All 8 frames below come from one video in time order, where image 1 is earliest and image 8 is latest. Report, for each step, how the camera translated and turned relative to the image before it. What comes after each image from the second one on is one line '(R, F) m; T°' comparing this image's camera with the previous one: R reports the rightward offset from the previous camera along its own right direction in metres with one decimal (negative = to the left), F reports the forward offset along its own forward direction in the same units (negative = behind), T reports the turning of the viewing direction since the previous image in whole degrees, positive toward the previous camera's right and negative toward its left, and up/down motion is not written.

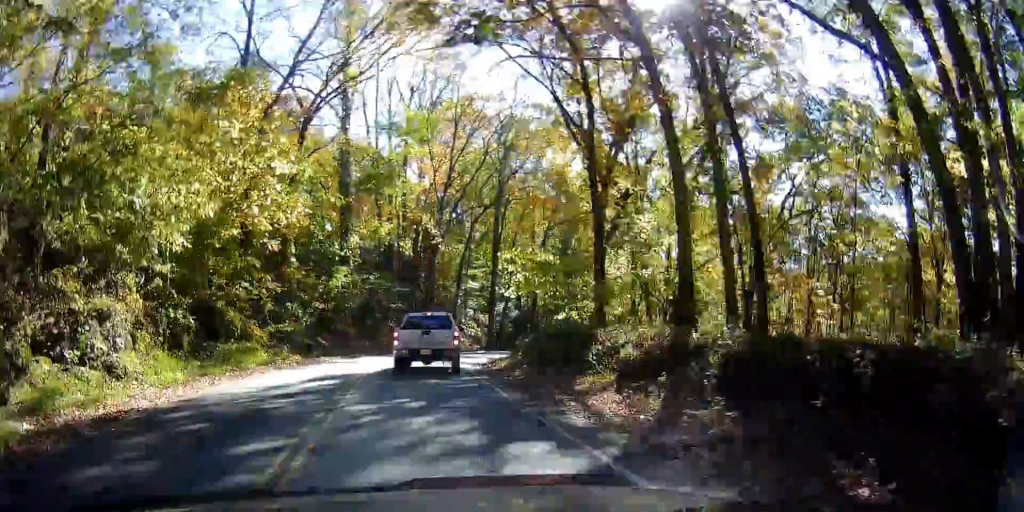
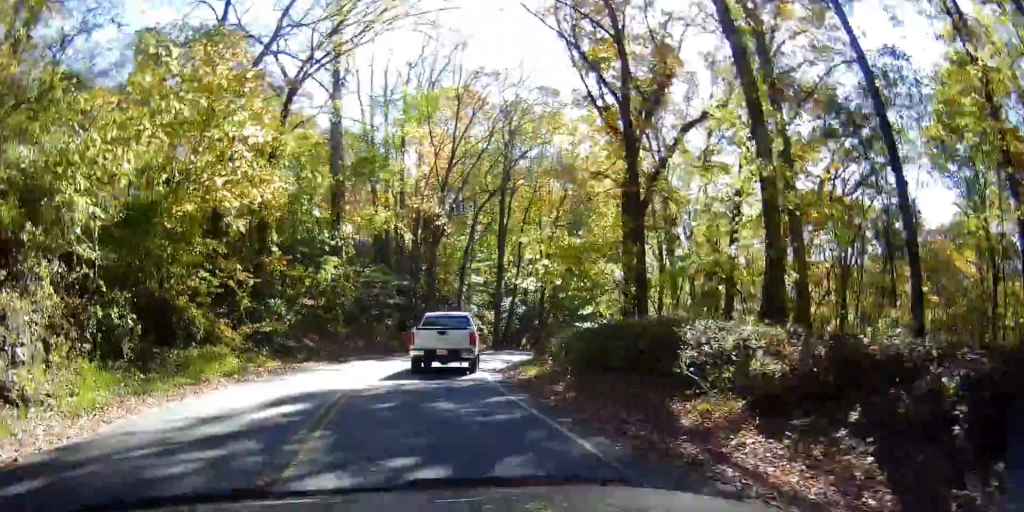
(0.0, +5.1) m; 0°
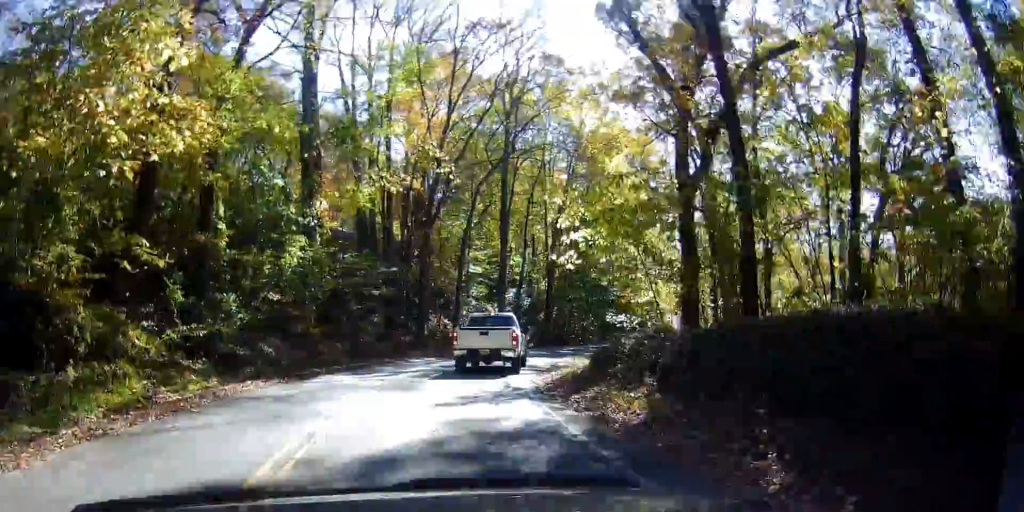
(+0.1, +8.4) m; 0°
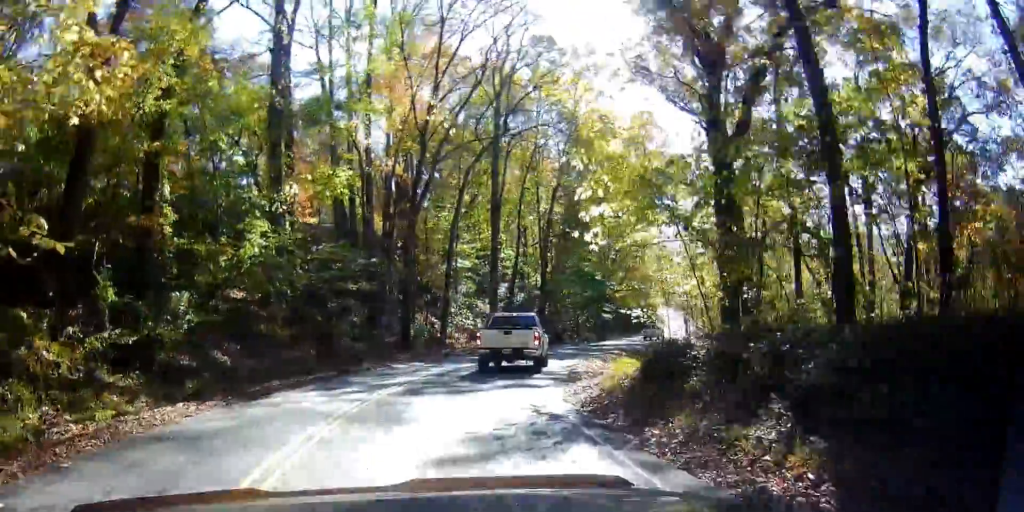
(0.0, +4.6) m; -1°
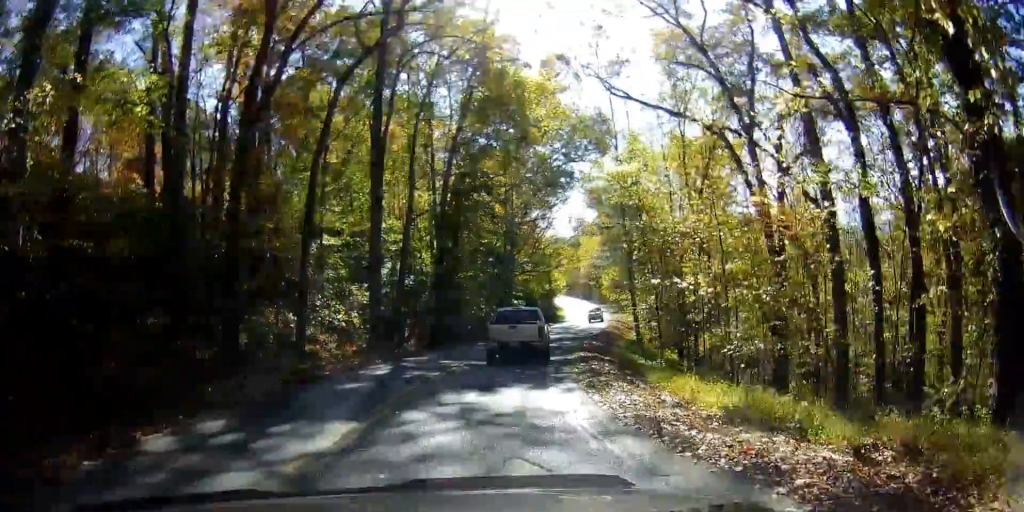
(+0.1, +15.6) m; +6°
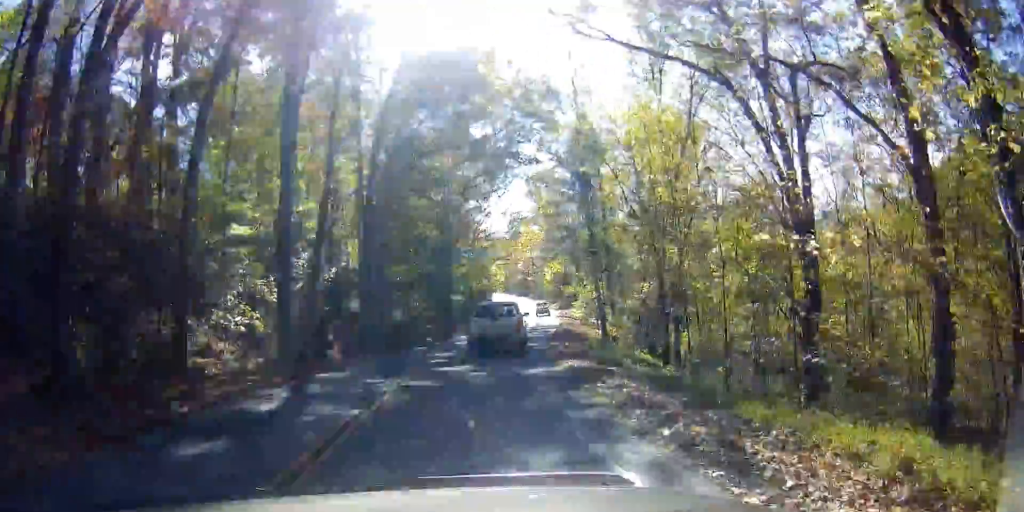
(+0.3, +7.1) m; +8°
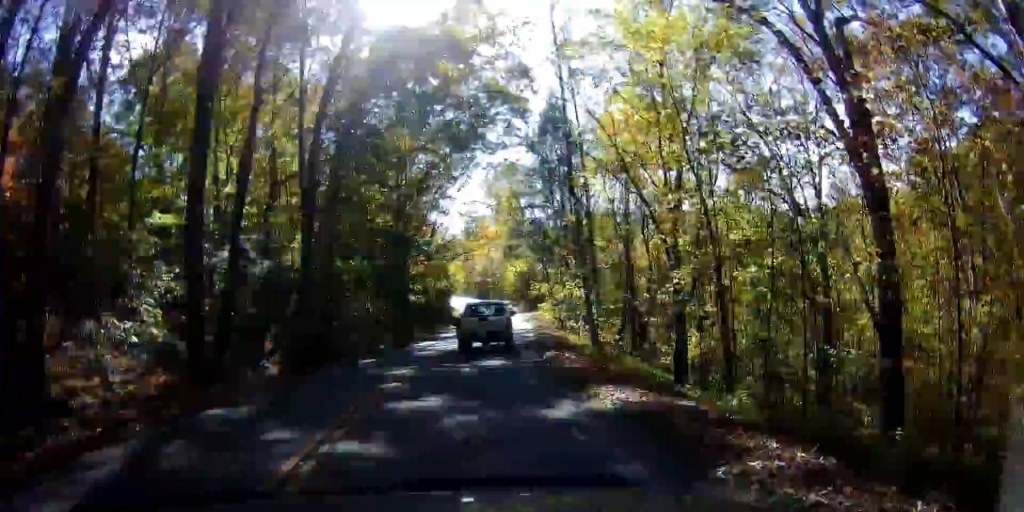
(+0.6, +5.9) m; +4°
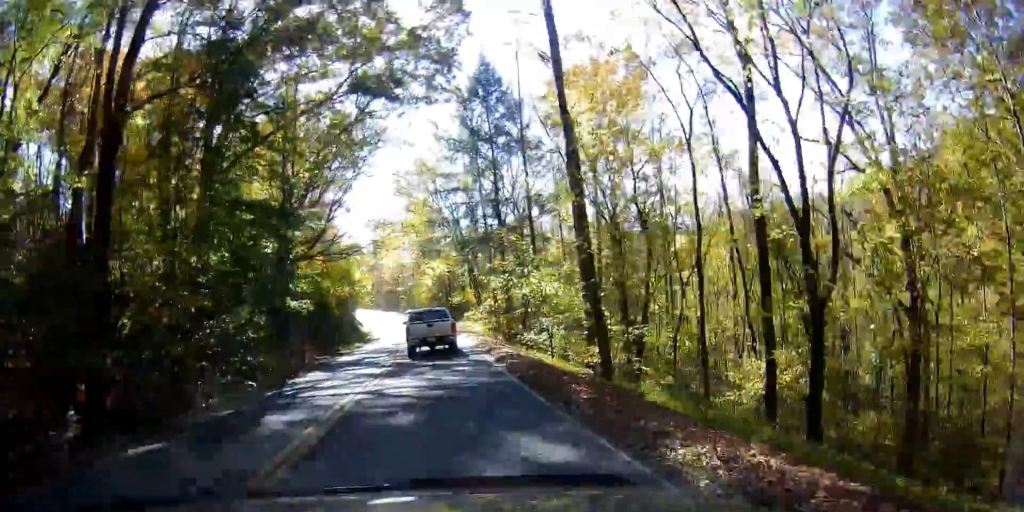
(+0.6, +12.5) m; +11°
